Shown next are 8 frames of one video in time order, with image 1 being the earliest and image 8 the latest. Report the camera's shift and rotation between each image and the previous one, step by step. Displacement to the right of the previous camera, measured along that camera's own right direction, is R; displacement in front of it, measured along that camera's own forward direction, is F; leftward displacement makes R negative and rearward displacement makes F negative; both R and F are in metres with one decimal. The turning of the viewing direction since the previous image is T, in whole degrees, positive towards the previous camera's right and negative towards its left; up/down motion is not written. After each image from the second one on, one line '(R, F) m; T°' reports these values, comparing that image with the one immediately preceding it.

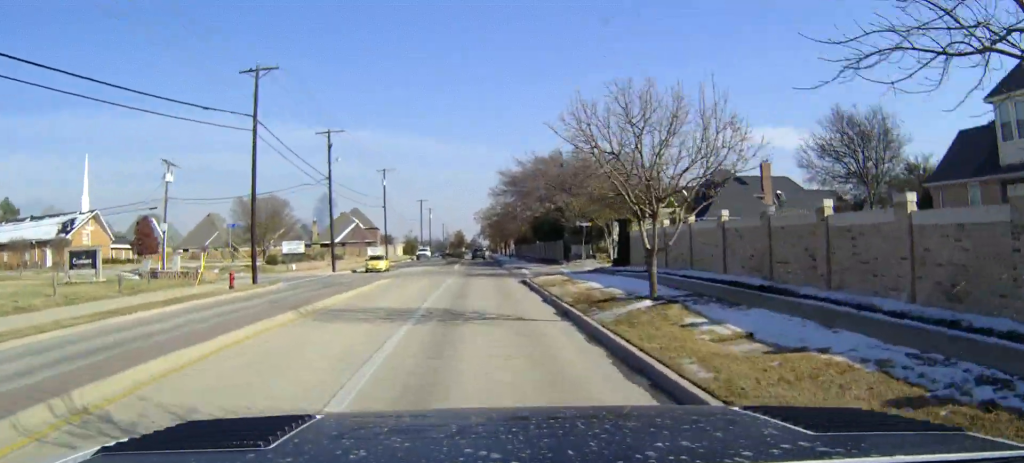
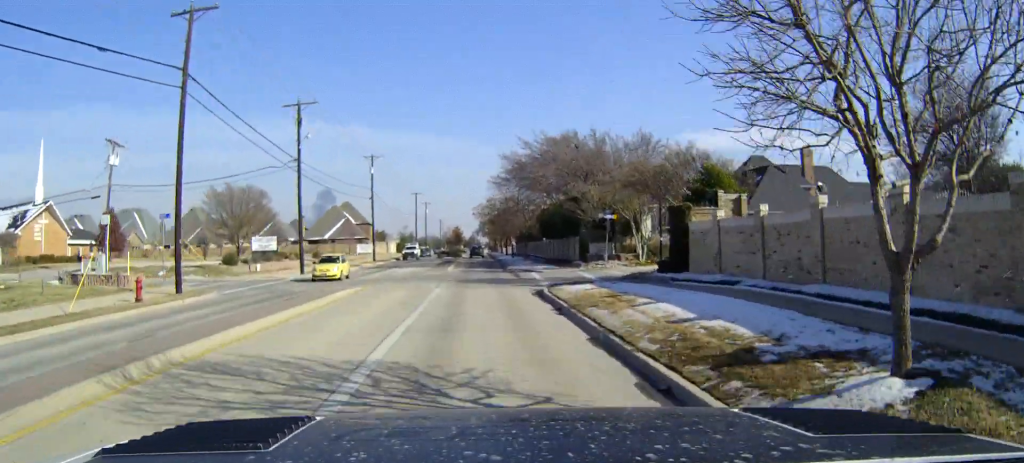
(0.0, +9.8) m; 0°
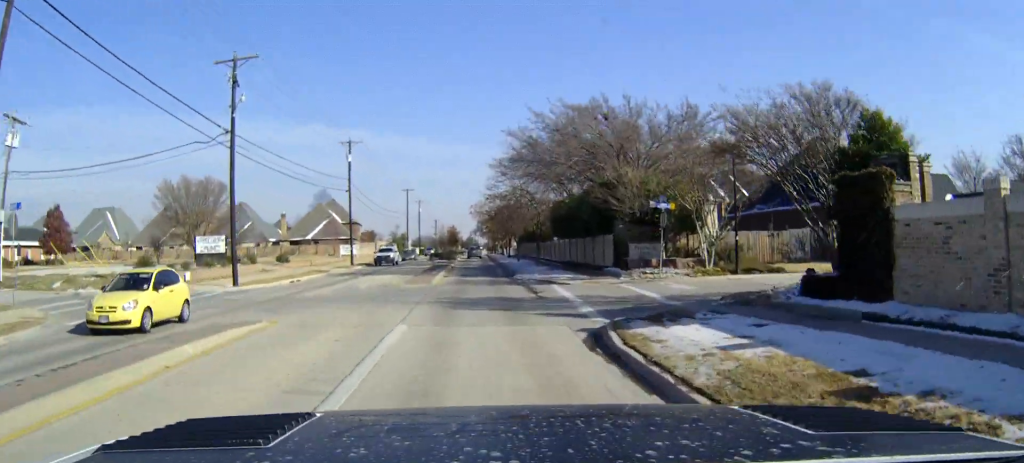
(0.0, +13.2) m; 0°
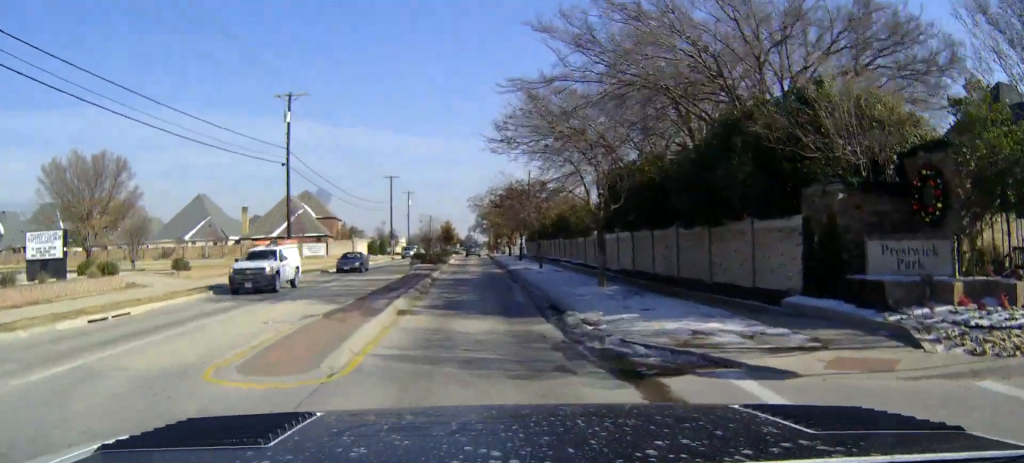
(+0.1, +22.6) m; 0°
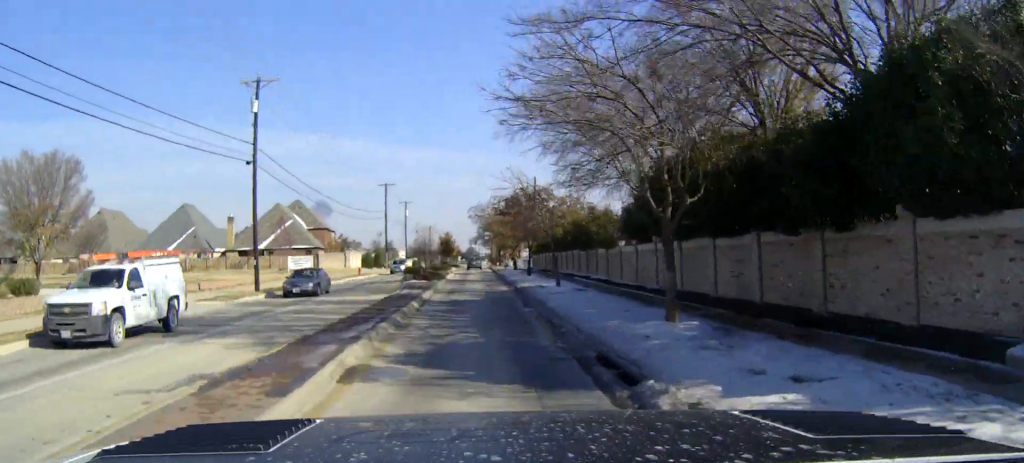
(0.0, +7.6) m; 0°
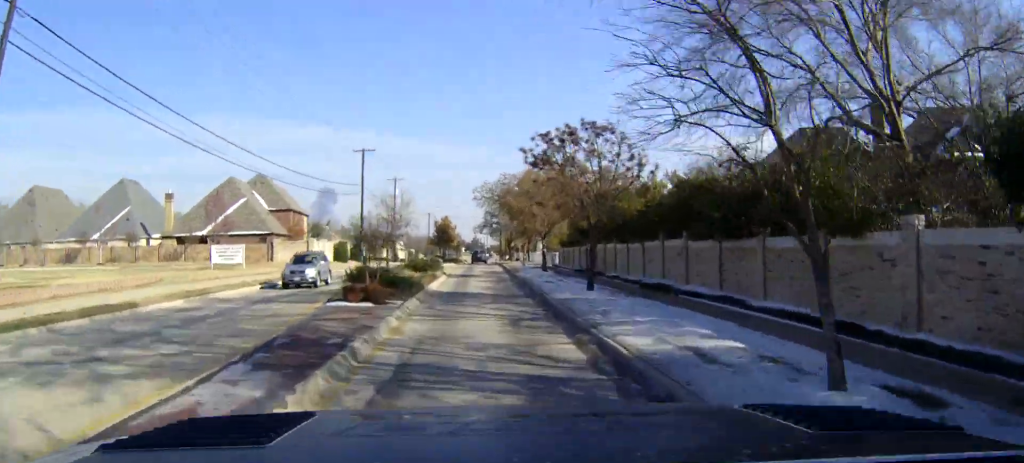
(-0.1, +25.1) m; 0°
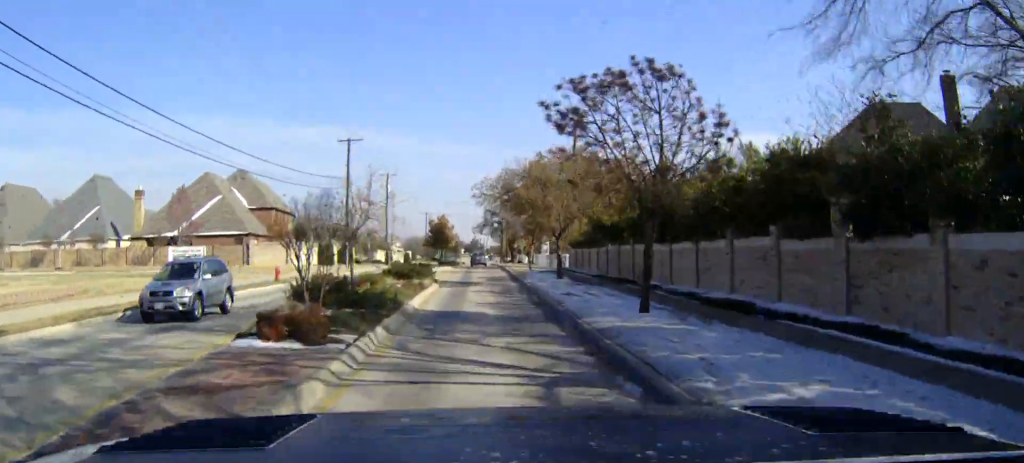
(0.0, +8.2) m; 0°
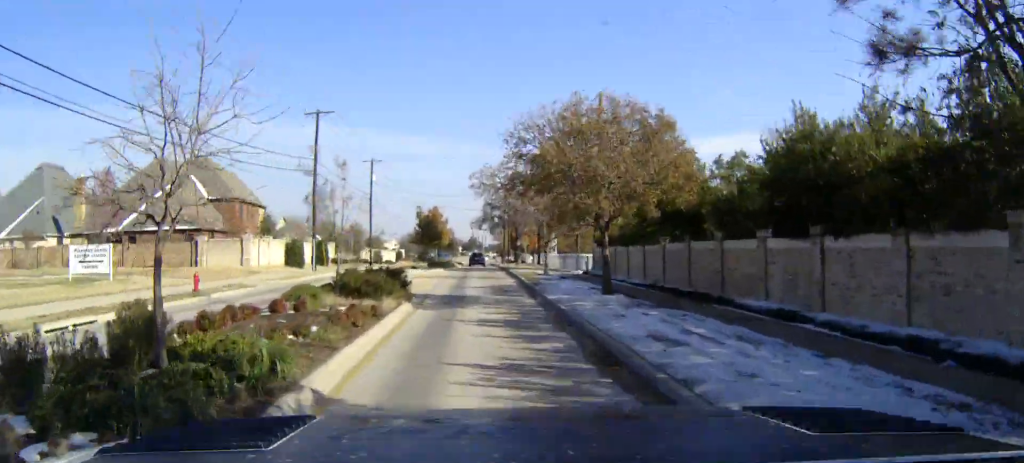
(0.0, +13.1) m; 0°
